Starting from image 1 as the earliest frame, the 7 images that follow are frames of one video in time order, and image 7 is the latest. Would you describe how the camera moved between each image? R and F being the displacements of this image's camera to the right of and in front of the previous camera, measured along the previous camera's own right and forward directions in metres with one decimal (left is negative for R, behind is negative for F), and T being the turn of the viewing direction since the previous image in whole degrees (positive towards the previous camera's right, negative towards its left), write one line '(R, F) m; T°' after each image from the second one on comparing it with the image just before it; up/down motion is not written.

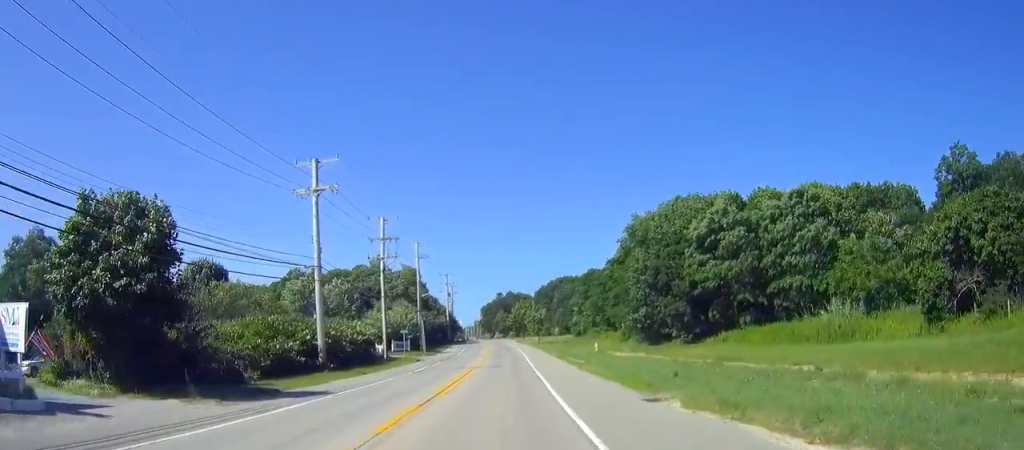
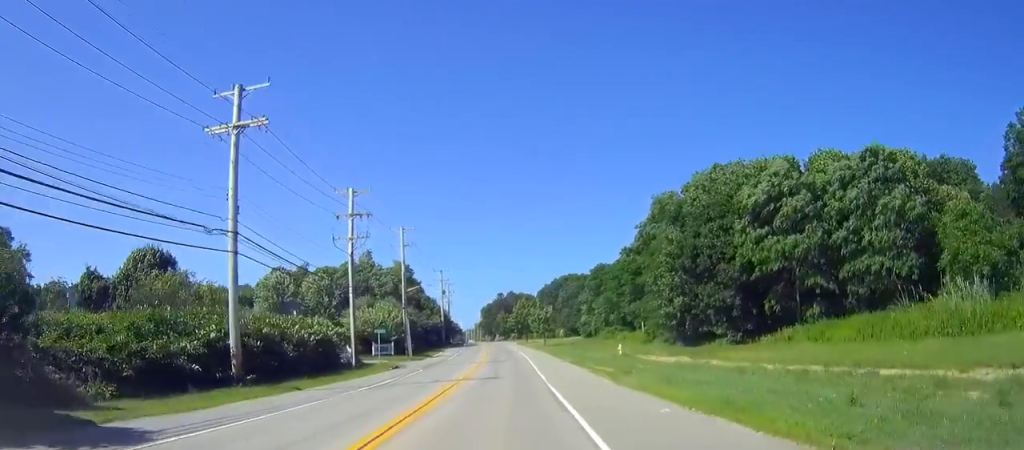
(+0.1, +13.4) m; -1°
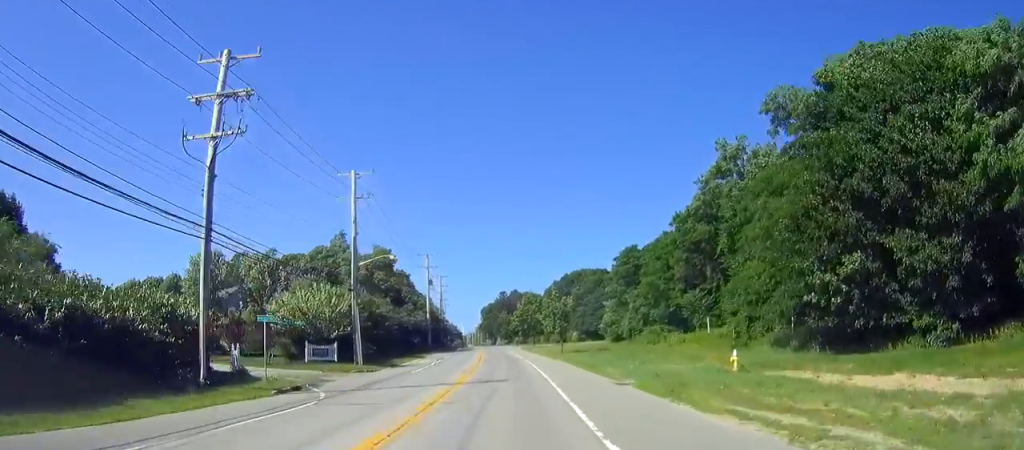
(-0.5, +26.0) m; -1°
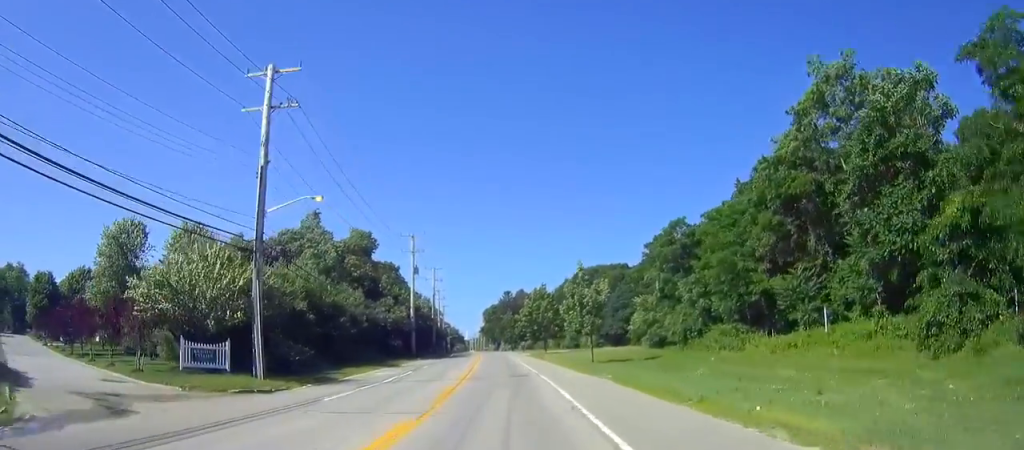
(0.0, +20.7) m; 0°
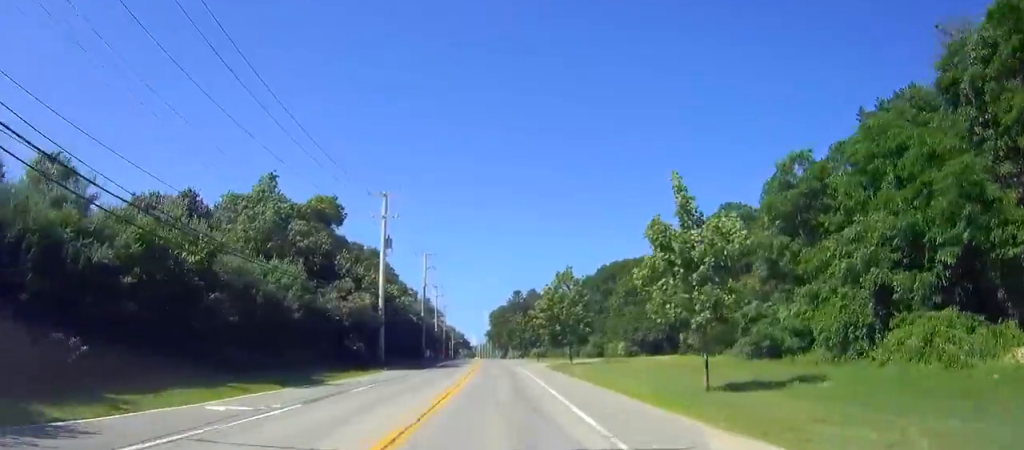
(0.0, +24.1) m; 0°
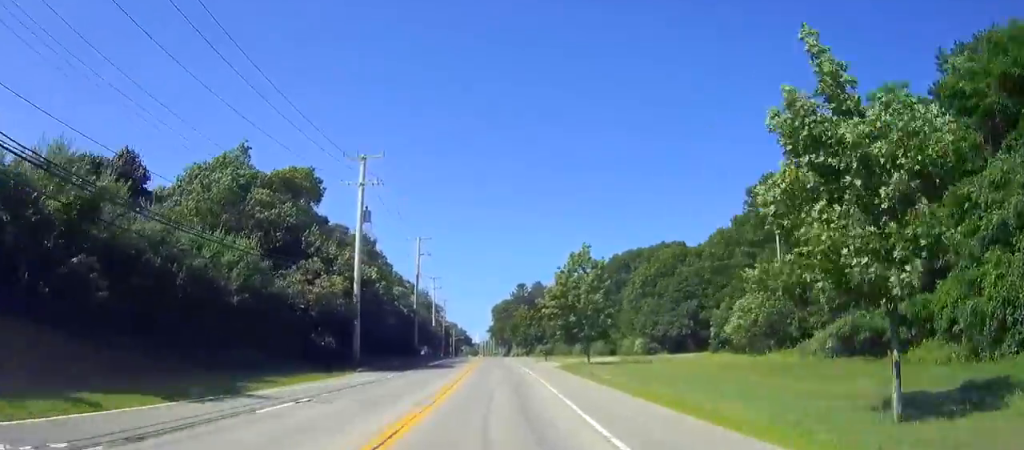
(0.0, +10.2) m; 0°
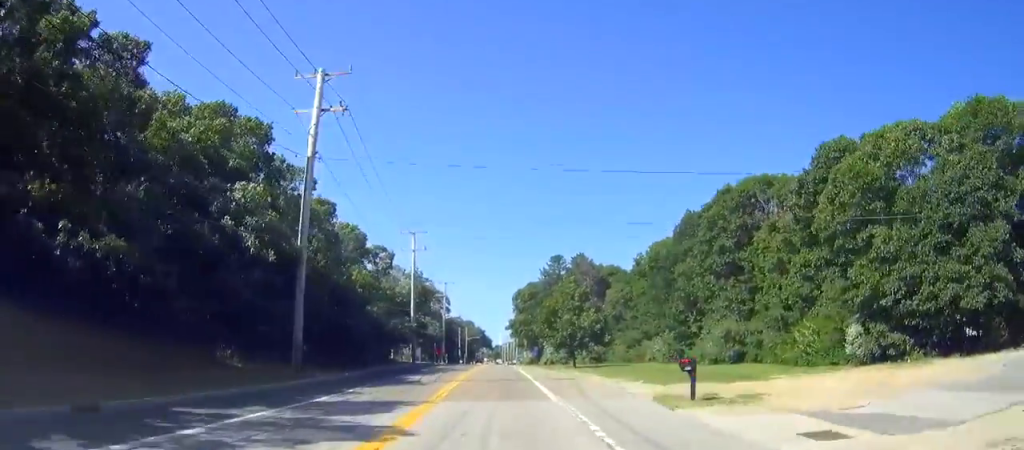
(0.0, +50.9) m; 0°
